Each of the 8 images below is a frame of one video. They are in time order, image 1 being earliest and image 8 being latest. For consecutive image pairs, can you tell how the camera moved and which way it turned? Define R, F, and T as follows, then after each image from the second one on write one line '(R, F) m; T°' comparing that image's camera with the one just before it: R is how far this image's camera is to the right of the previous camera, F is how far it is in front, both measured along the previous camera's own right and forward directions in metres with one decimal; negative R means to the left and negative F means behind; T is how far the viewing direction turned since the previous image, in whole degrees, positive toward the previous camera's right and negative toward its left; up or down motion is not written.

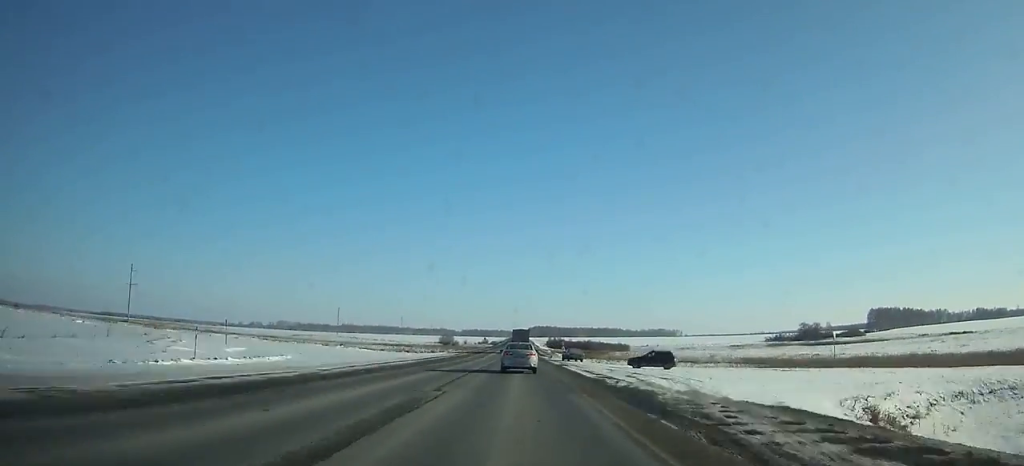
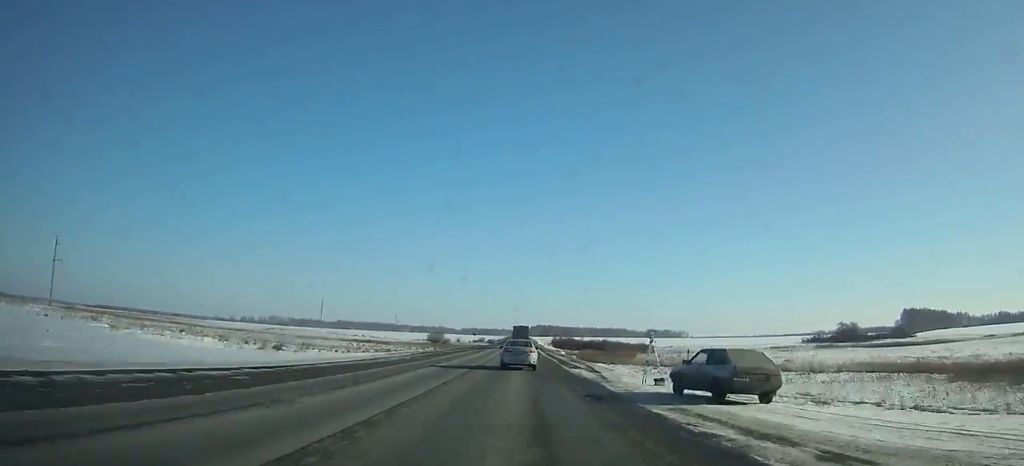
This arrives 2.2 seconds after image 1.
(0.0, +46.5) m; 0°
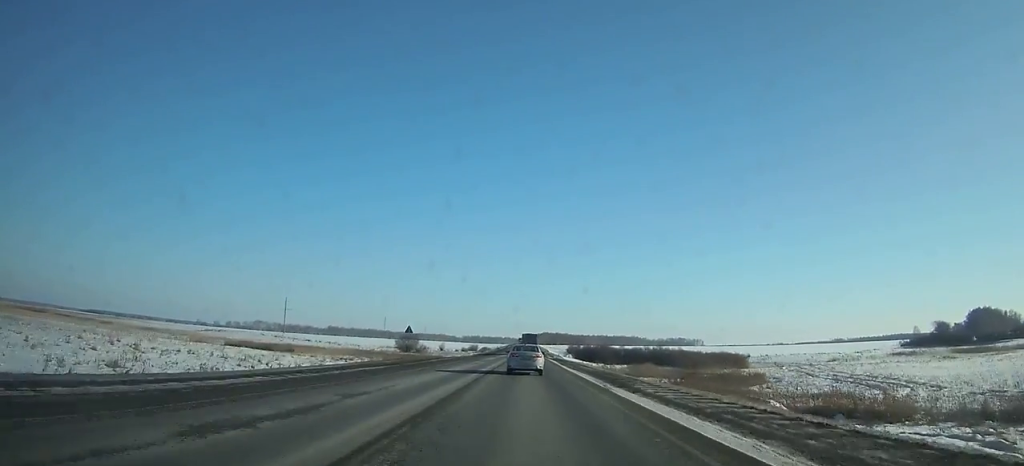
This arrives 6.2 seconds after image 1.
(-0.1, +84.5) m; 0°
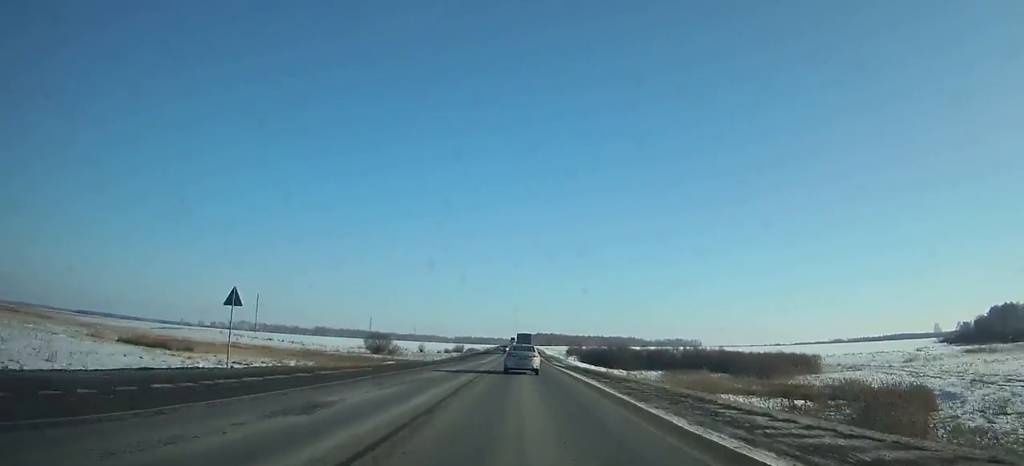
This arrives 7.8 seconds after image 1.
(0.0, +33.9) m; 0°
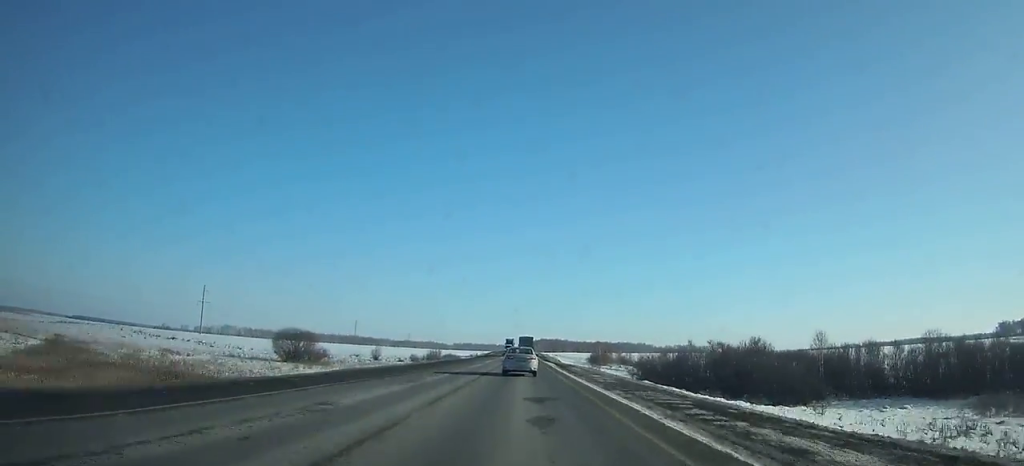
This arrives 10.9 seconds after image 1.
(+0.2, +66.1) m; 0°
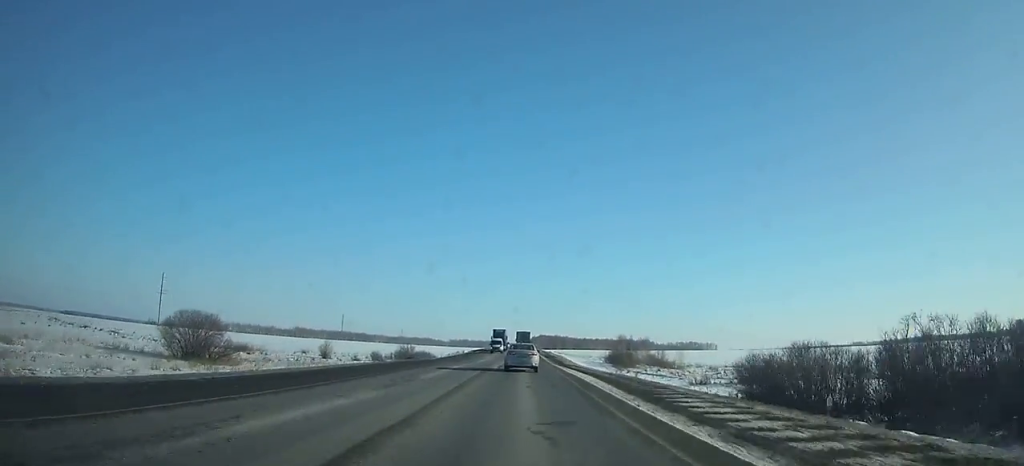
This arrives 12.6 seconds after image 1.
(0.0, +36.5) m; 0°
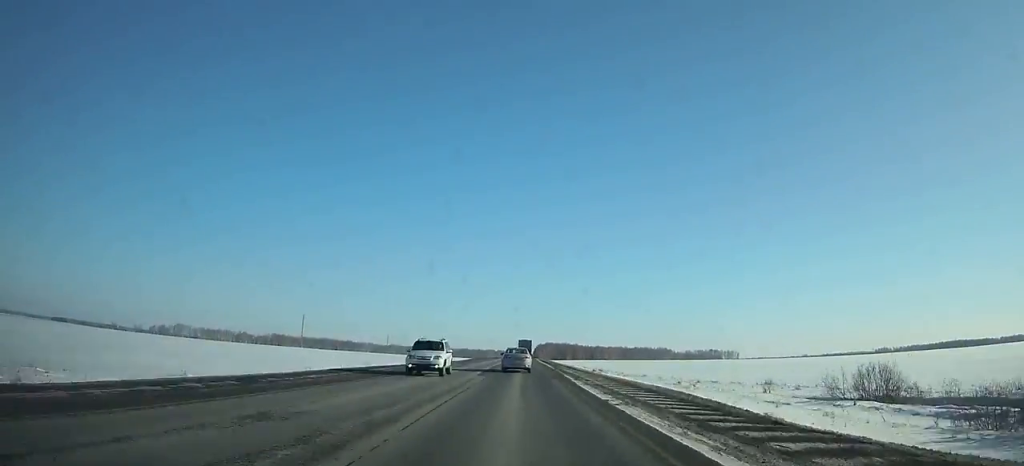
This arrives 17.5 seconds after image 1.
(-0.4, +106.4) m; 0°
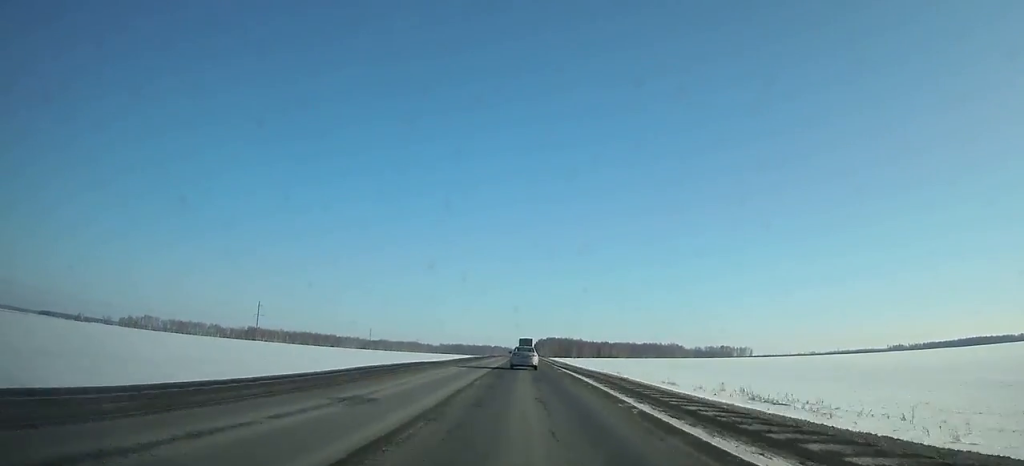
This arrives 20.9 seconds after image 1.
(+0.1, +75.1) m; 0°
